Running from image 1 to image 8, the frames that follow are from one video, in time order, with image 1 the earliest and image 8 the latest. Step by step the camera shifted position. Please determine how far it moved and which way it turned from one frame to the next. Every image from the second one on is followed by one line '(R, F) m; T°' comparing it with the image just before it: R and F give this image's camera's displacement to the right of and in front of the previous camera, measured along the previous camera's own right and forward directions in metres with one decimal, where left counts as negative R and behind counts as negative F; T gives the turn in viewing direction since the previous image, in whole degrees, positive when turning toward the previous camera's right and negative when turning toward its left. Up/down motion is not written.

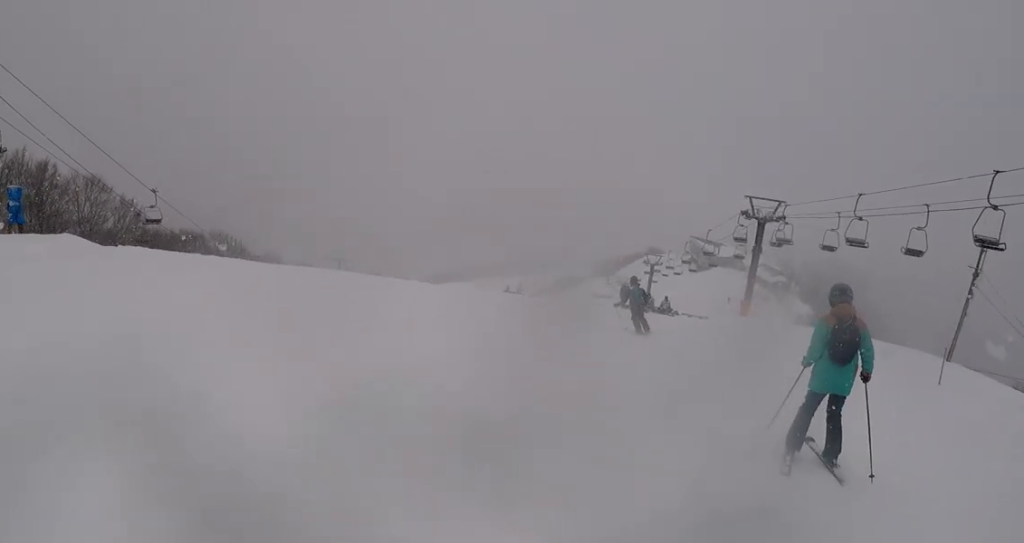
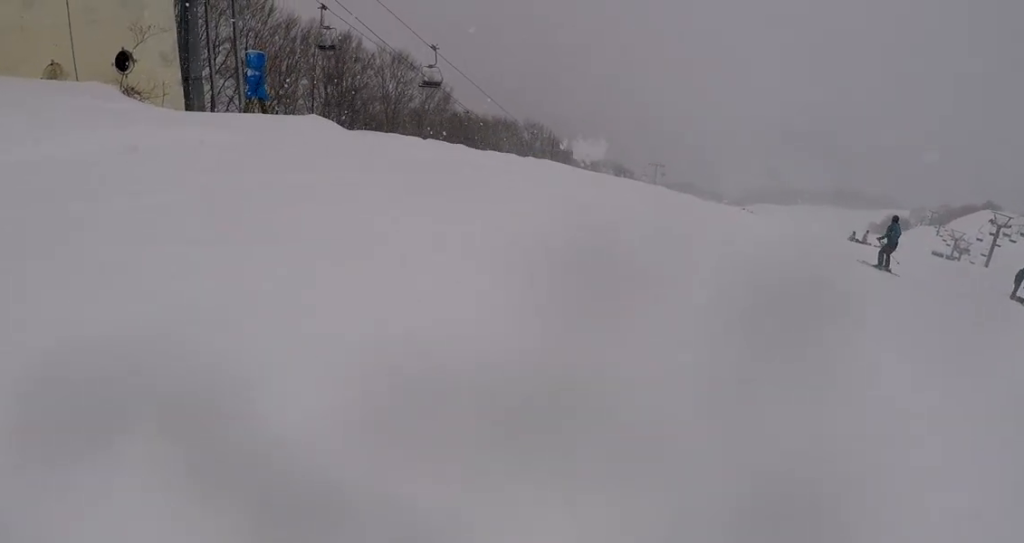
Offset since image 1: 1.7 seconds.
(-2.0, +6.2) m; -7°
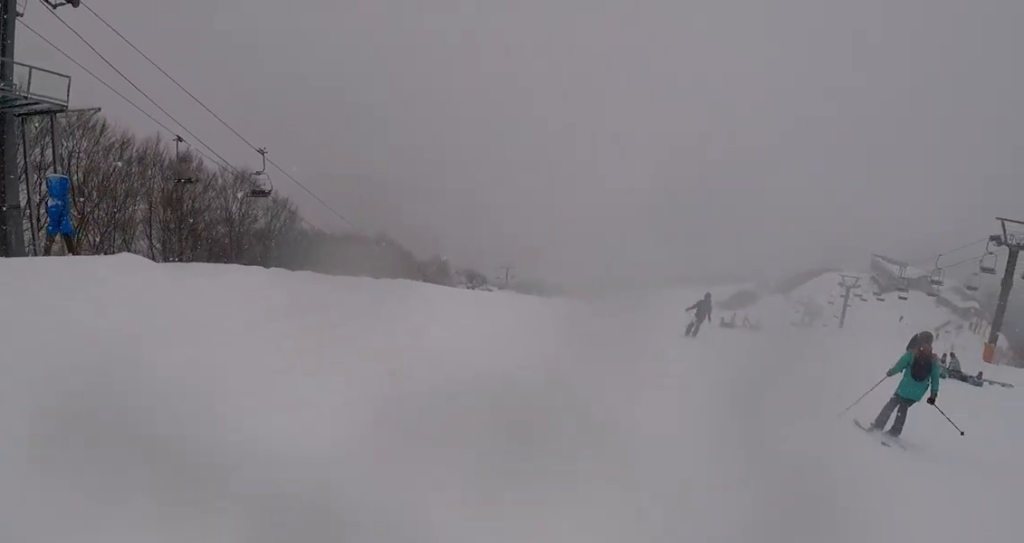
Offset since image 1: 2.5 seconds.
(+0.4, +2.9) m; +14°
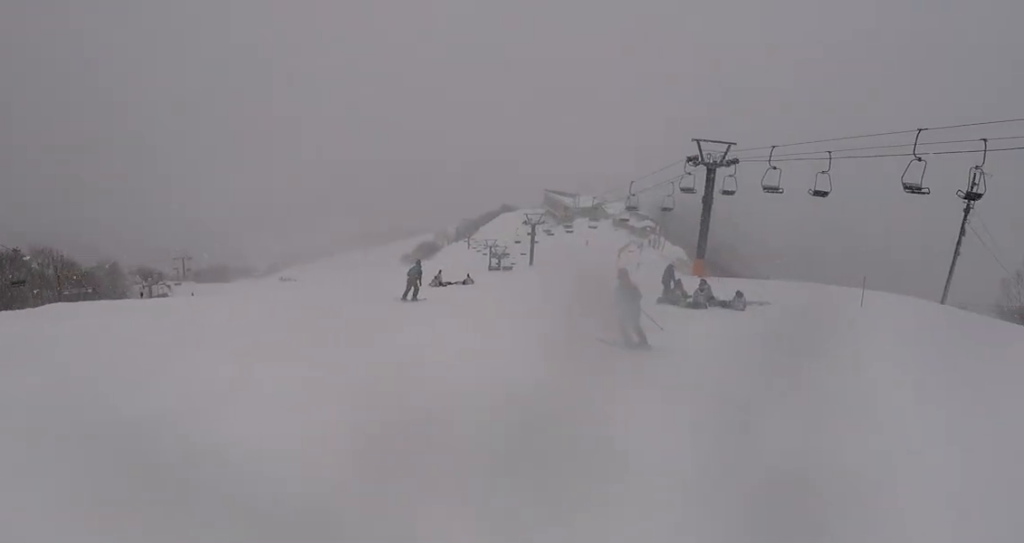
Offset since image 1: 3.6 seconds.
(+1.0, +5.2) m; +11°
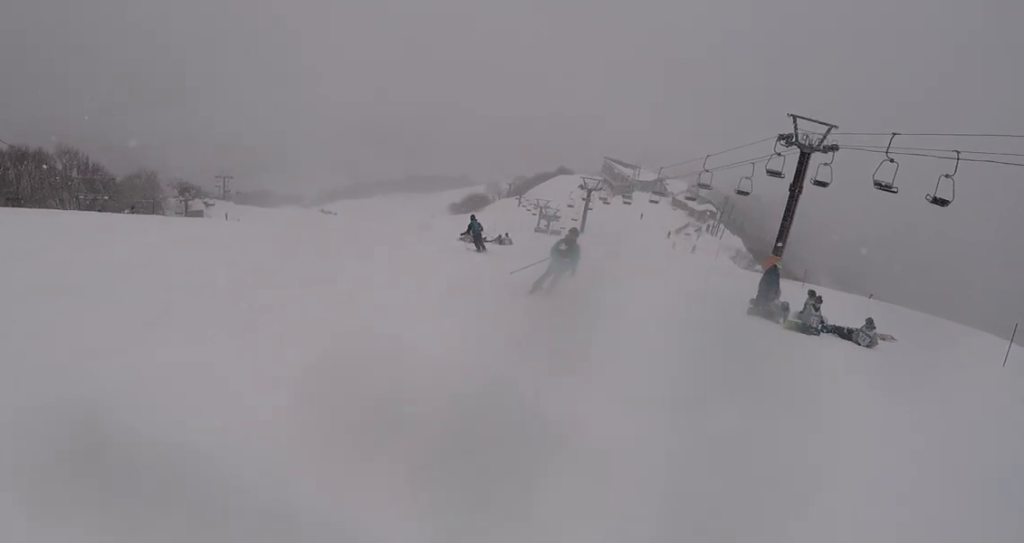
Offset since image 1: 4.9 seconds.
(0.0, +6.7) m; -11°
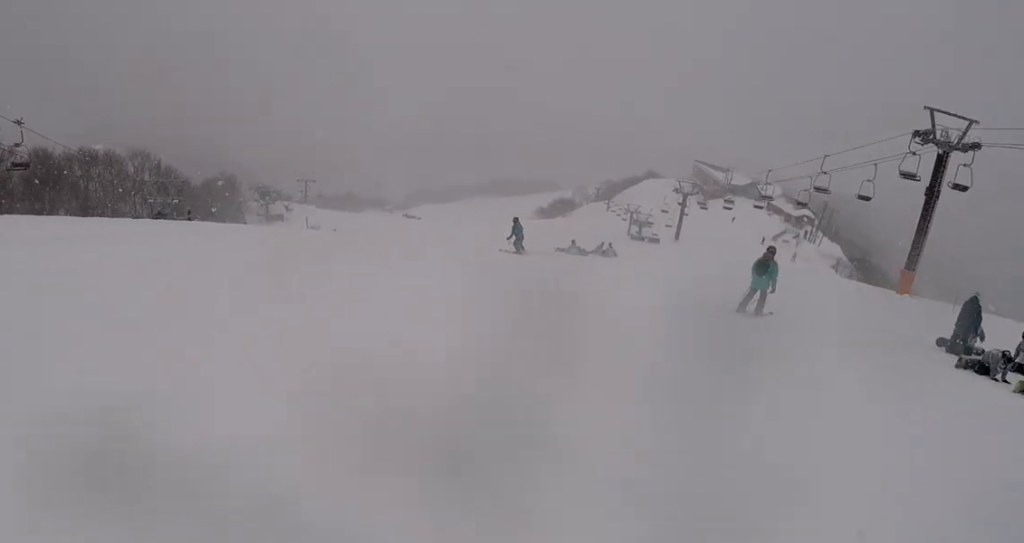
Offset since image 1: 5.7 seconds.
(-0.8, +4.4) m; -1°
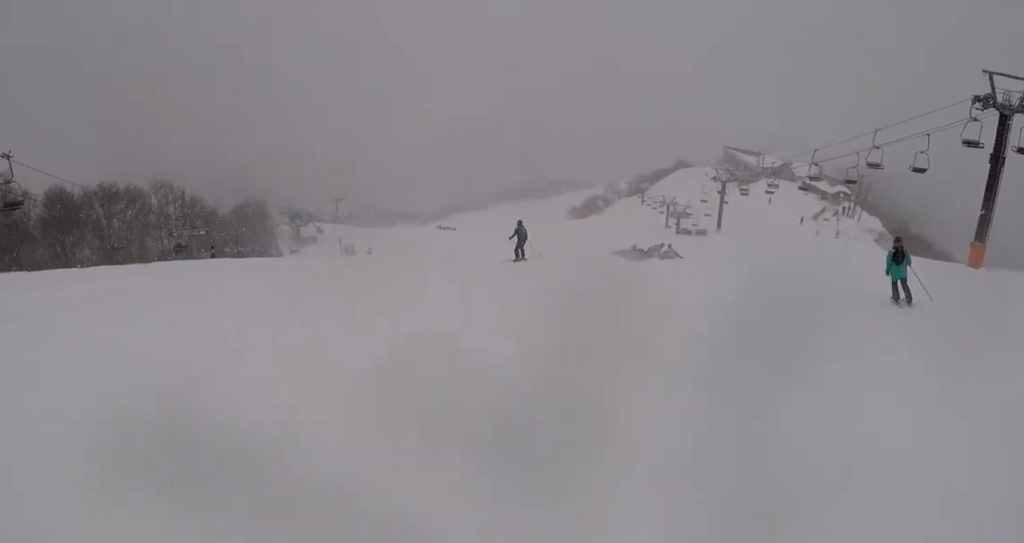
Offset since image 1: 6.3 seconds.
(-0.1, +2.8) m; +6°
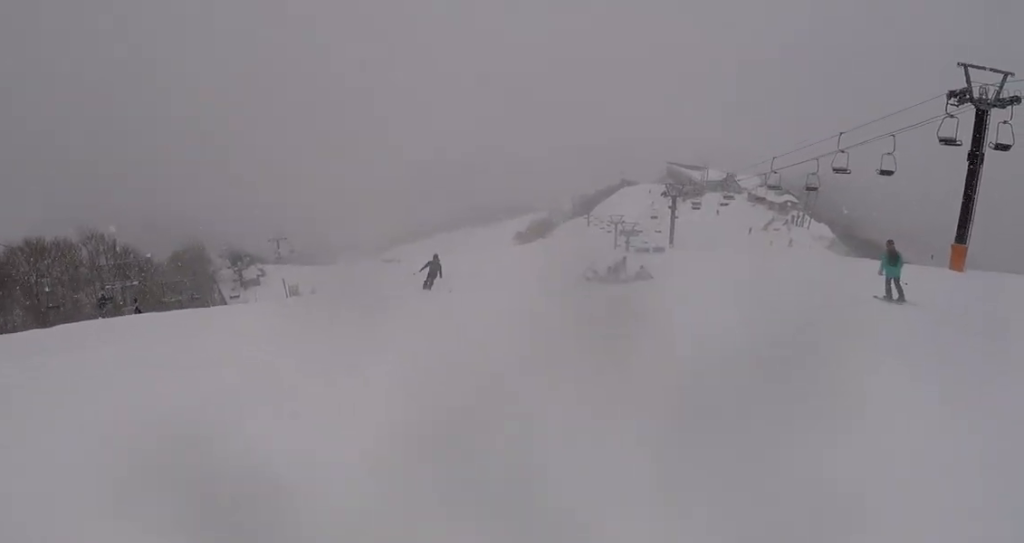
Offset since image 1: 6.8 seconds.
(+0.5, +3.0) m; +12°
